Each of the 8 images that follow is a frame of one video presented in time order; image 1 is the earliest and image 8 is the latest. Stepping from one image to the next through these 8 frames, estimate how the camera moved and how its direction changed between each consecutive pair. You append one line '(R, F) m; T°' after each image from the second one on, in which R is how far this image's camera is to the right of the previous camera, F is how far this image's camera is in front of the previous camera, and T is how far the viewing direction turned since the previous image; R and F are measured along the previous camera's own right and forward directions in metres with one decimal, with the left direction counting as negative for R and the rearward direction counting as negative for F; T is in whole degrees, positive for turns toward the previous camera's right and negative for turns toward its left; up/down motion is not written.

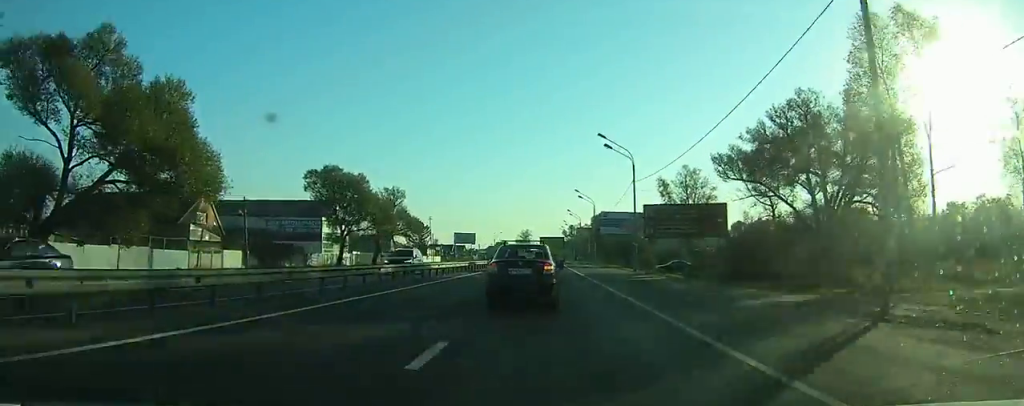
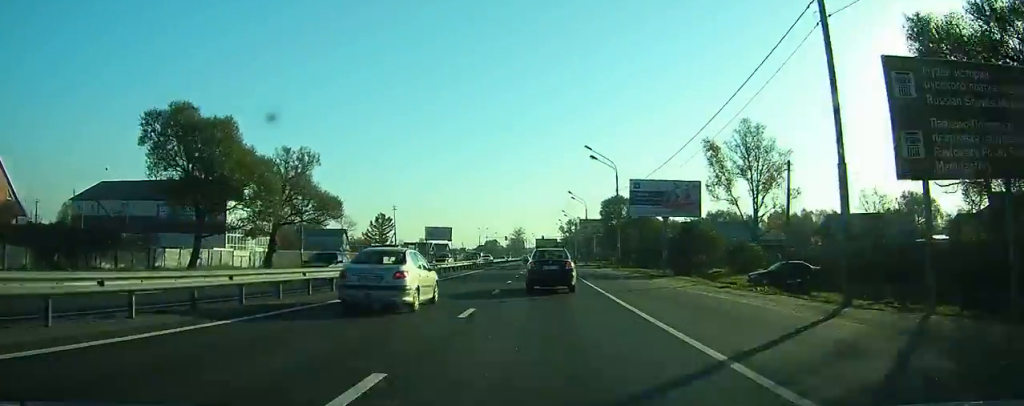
(+0.1, +35.5) m; 0°
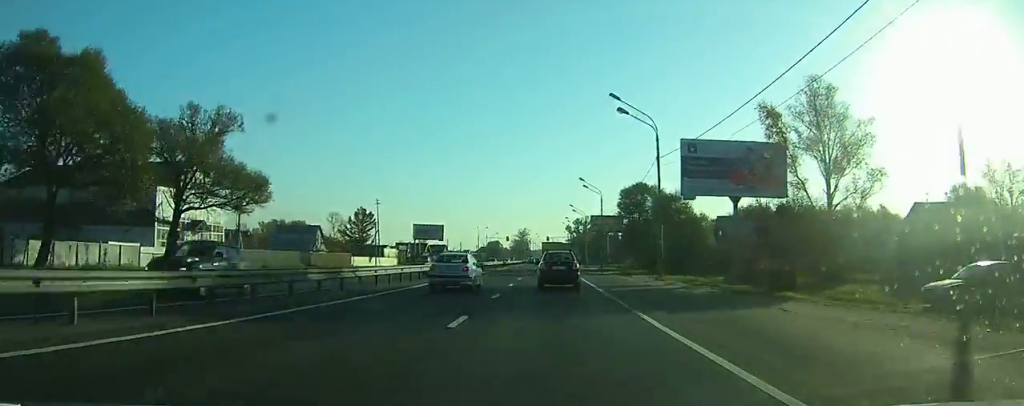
(0.0, +18.1) m; 0°
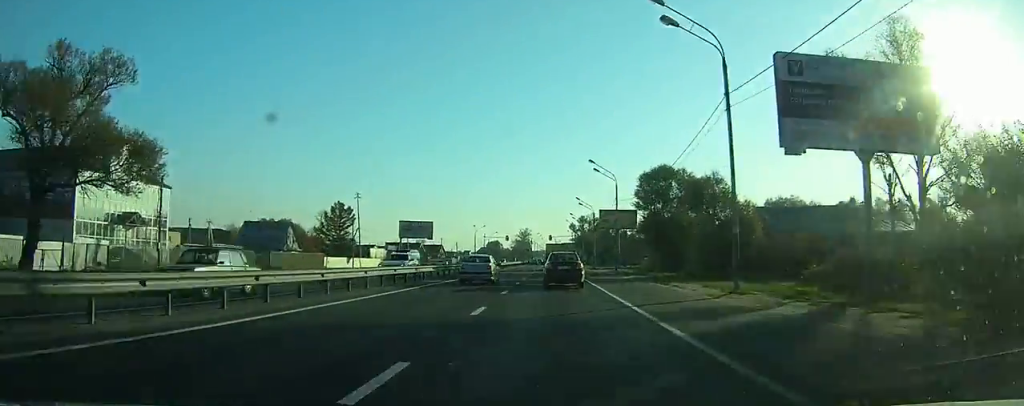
(0.0, +13.7) m; 0°
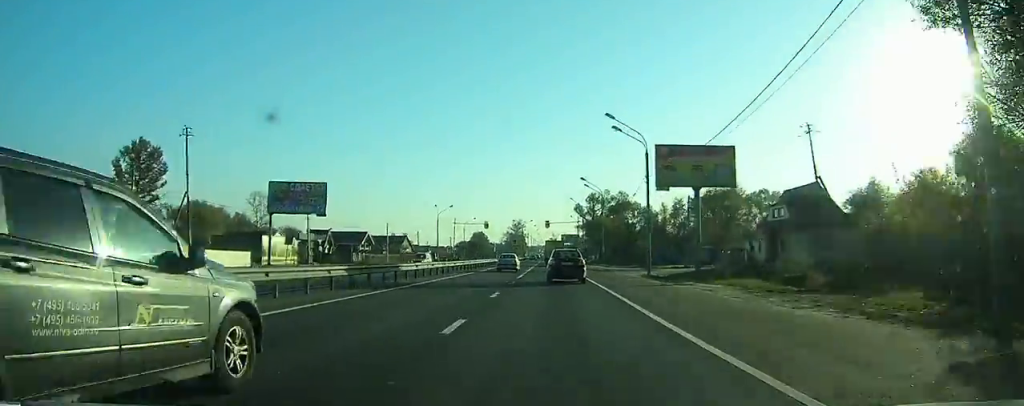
(-0.2, +49.5) m; 0°
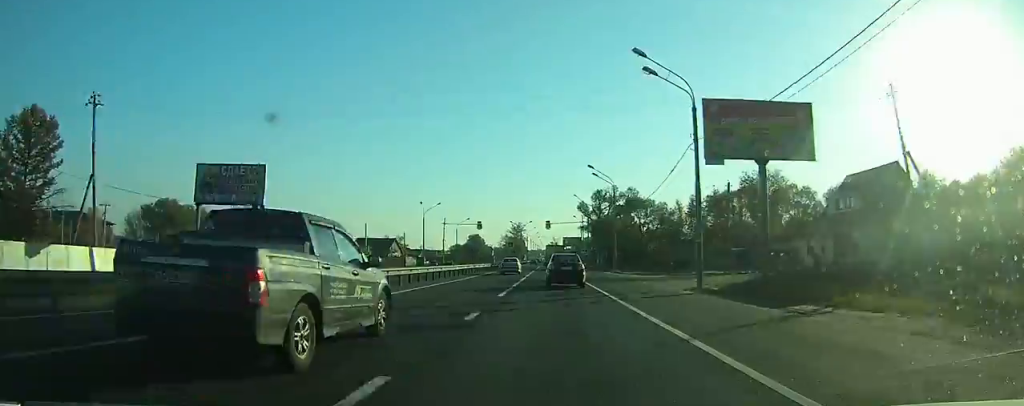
(0.0, +12.9) m; 0°
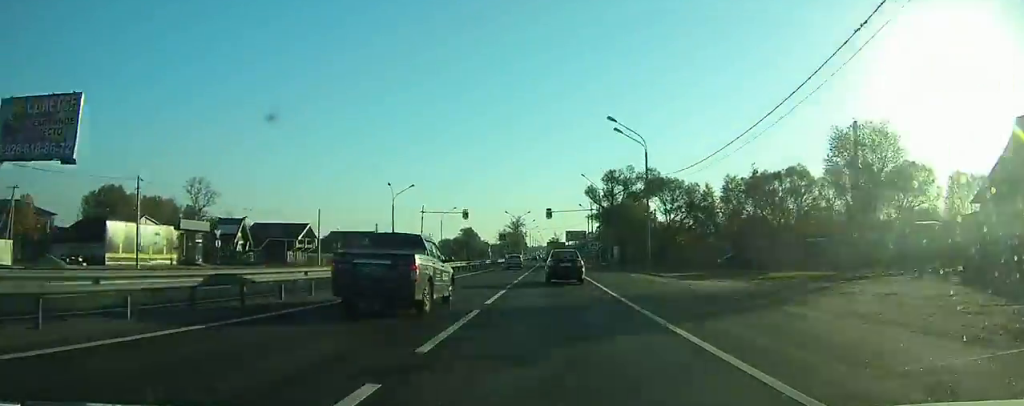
(+0.1, +19.8) m; 0°
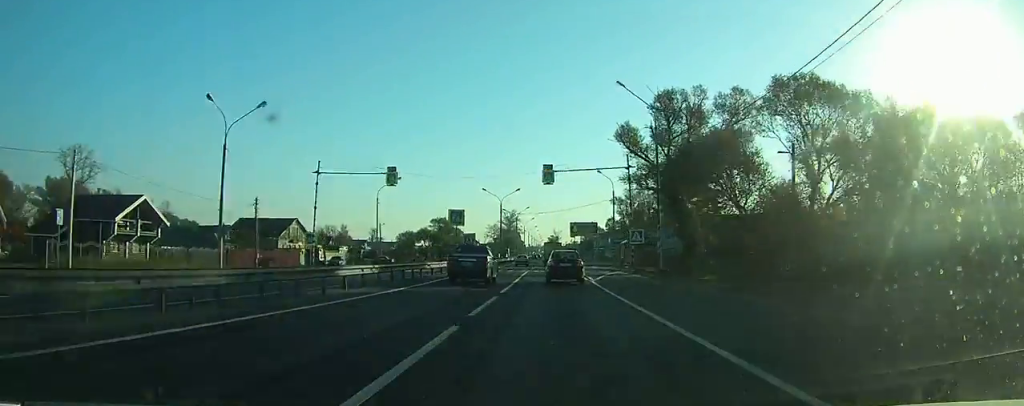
(0.0, +42.9) m; +1°
